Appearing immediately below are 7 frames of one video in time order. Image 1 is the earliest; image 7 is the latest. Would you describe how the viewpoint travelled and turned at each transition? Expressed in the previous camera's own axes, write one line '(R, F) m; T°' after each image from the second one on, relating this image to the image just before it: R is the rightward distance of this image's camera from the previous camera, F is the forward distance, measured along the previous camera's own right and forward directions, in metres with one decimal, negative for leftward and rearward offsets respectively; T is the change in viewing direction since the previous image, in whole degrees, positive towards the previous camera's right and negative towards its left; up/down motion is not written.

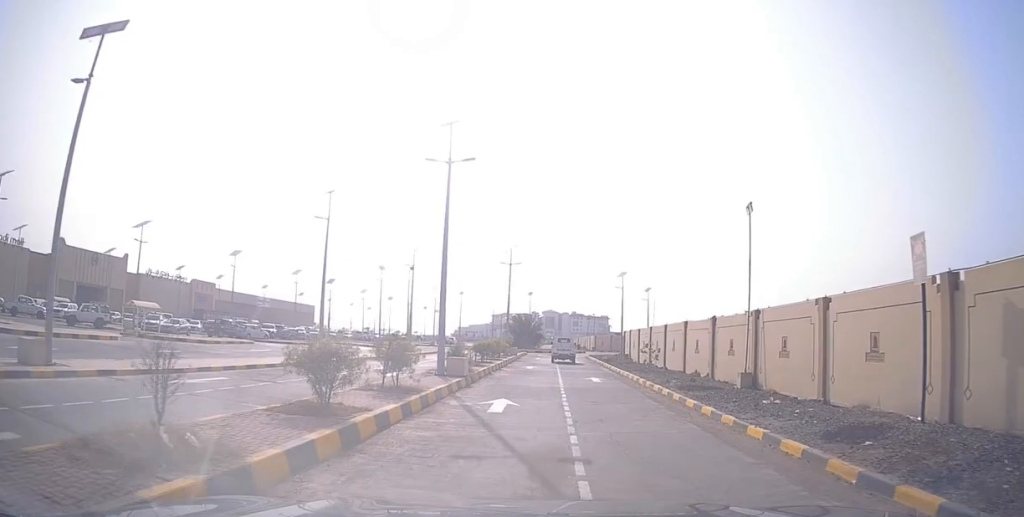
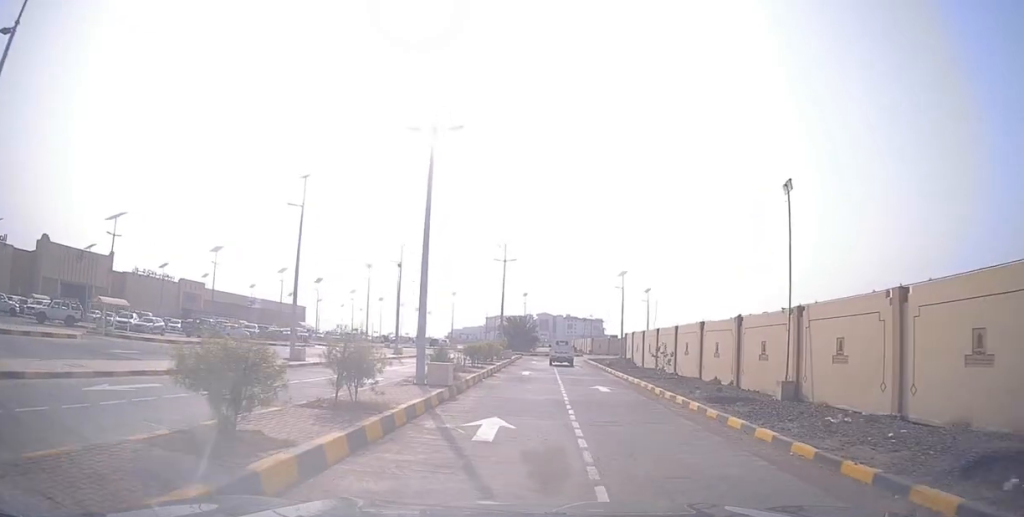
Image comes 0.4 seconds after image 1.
(+0.1, +3.3) m; -1°
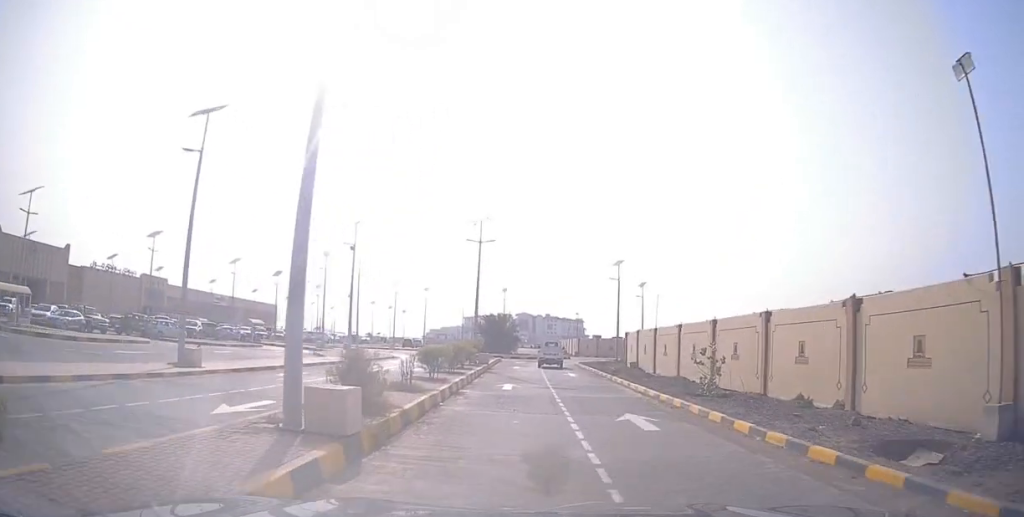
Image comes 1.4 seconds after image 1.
(-0.2, +8.8) m; +1°
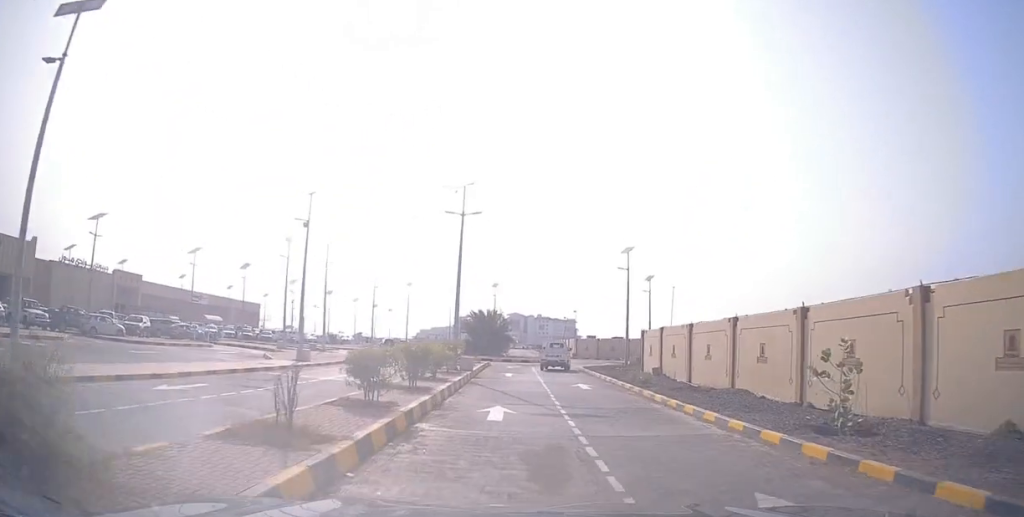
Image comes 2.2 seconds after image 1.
(+0.2, +7.8) m; +2°
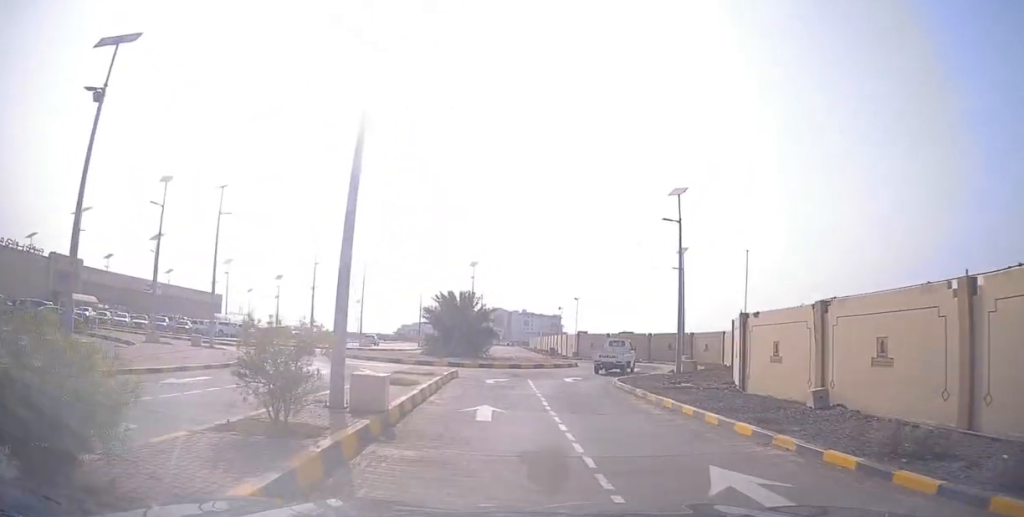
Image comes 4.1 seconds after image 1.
(+0.3, +17.3) m; +3°
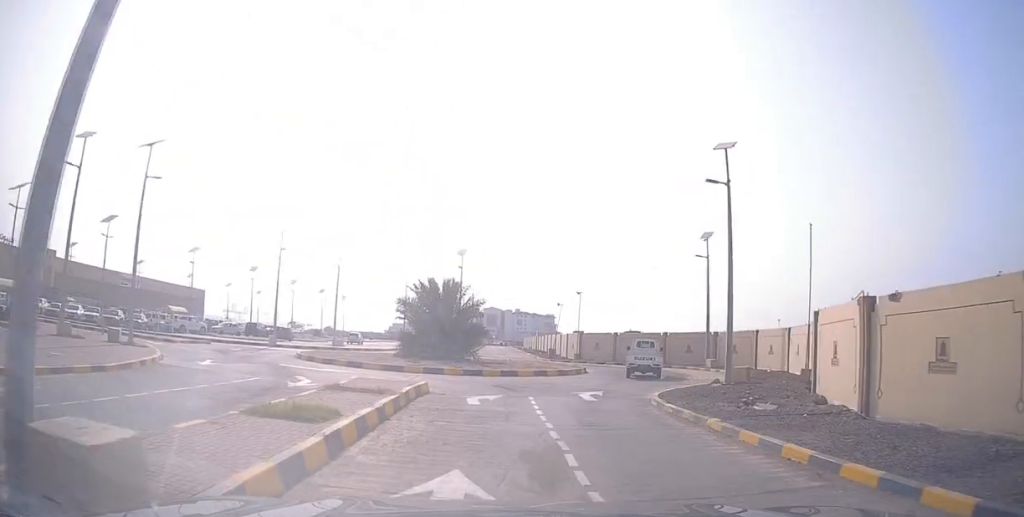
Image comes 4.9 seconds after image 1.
(+0.1, +7.4) m; +3°
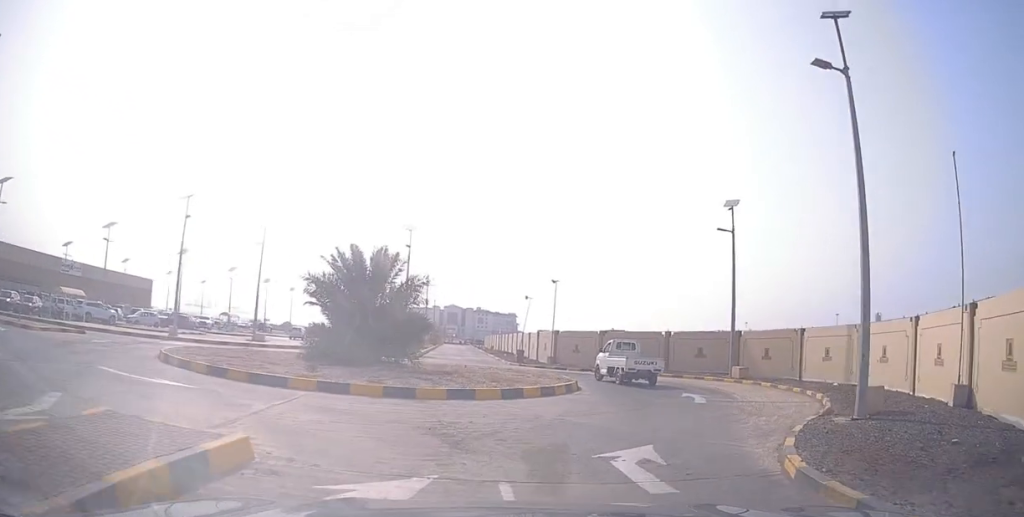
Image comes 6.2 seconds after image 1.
(+0.4, +11.1) m; +3°
